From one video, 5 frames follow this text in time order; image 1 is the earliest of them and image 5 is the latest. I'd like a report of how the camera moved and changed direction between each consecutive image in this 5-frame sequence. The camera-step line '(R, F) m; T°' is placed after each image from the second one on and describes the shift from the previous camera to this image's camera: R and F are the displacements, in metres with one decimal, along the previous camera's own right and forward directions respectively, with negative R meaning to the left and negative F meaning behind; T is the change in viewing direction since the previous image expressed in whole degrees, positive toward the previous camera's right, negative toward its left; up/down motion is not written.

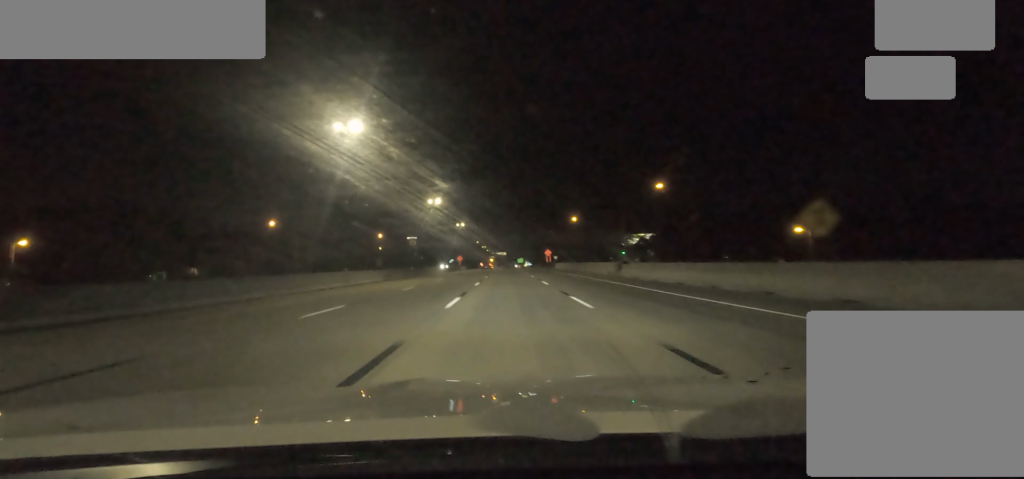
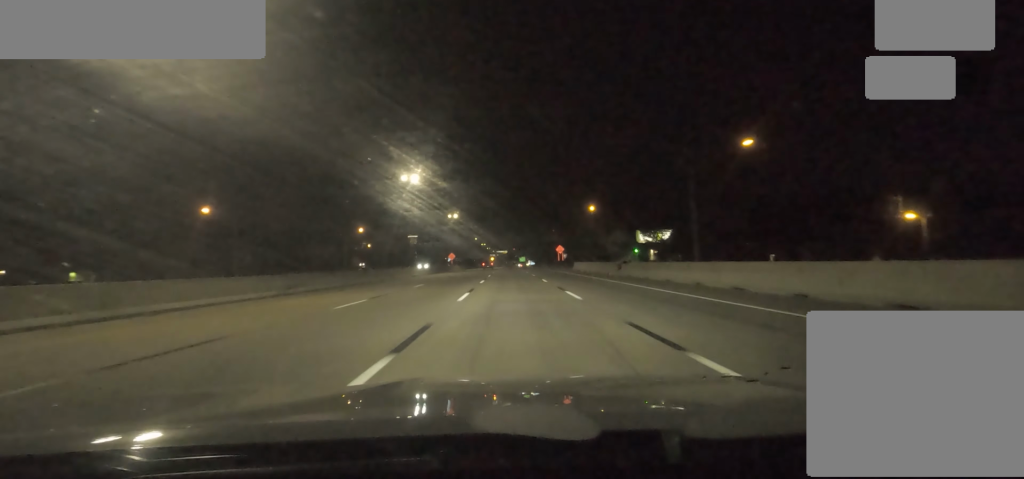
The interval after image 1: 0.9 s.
(0.0, +24.2) m; +3°
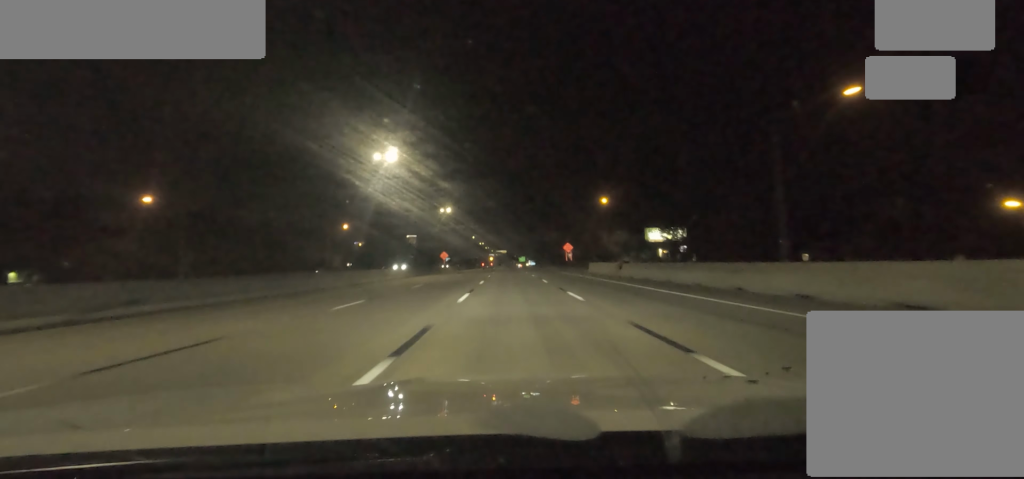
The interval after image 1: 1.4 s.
(+0.7, +13.5) m; 0°
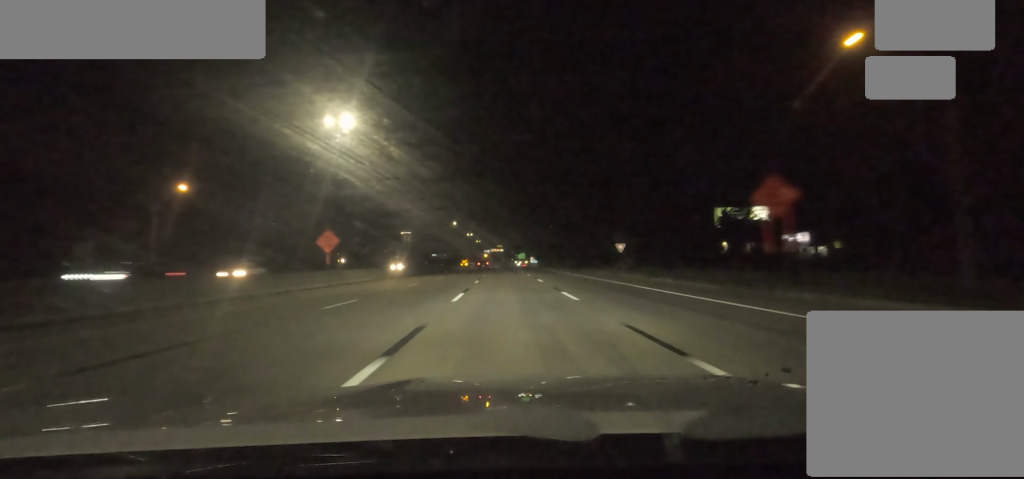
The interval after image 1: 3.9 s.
(-2.4, +67.7) m; -3°
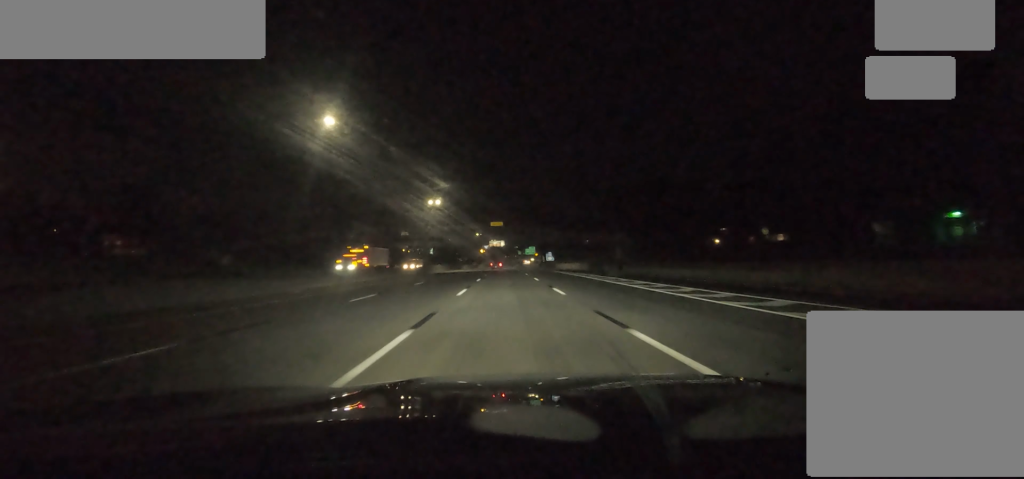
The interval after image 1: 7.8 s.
(0.0, +105.6) m; 0°
